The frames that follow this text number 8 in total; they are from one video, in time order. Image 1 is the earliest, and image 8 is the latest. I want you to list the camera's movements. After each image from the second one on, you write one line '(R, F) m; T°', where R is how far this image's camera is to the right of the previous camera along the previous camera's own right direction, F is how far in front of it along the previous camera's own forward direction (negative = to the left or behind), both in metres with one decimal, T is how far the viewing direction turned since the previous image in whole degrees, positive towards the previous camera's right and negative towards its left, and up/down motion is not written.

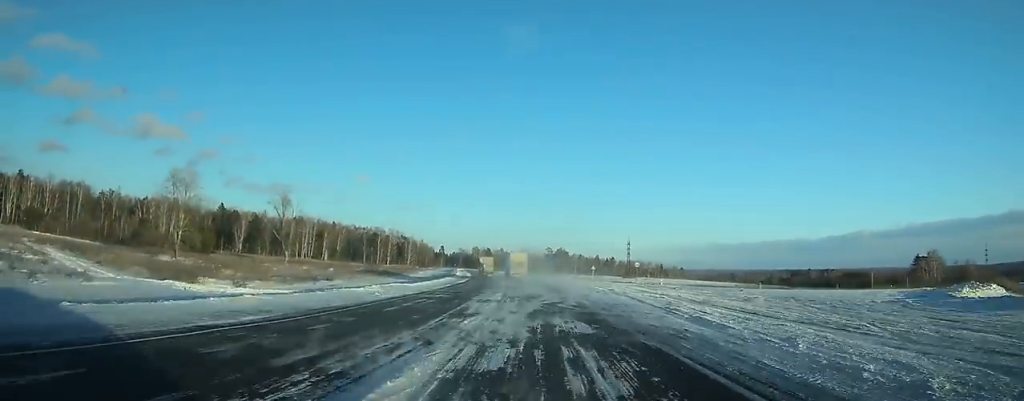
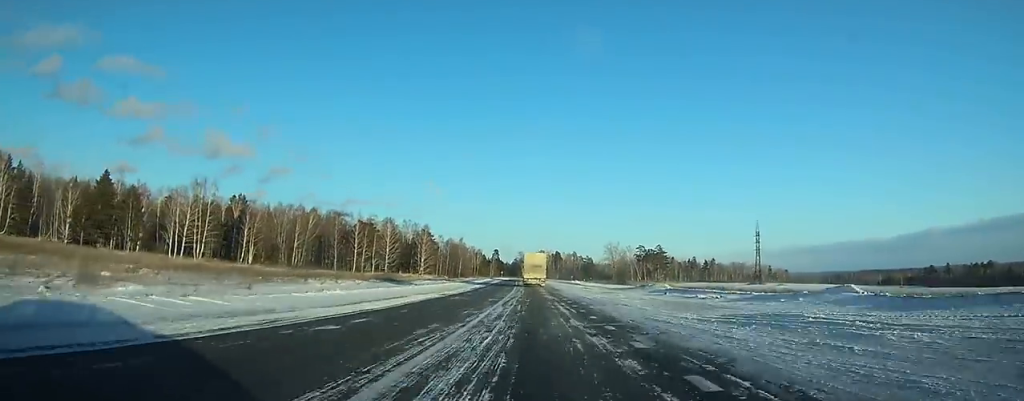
(-8.2, +134.5) m; -6°
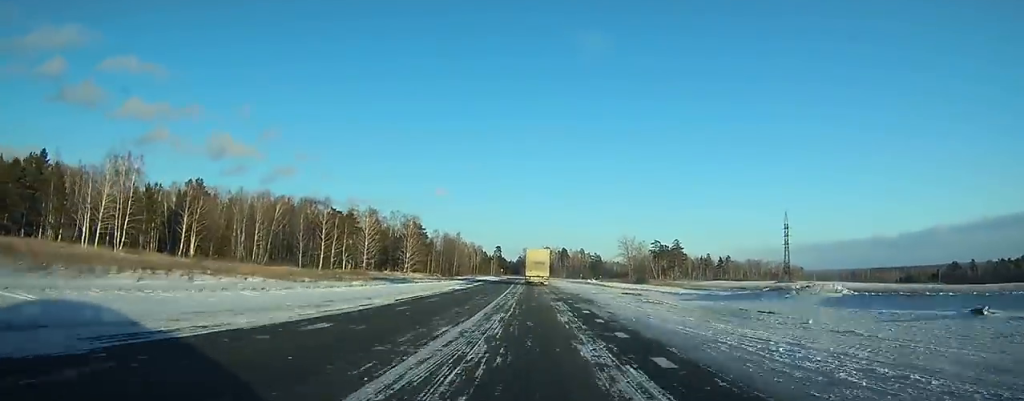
(-0.3, +30.0) m; -1°
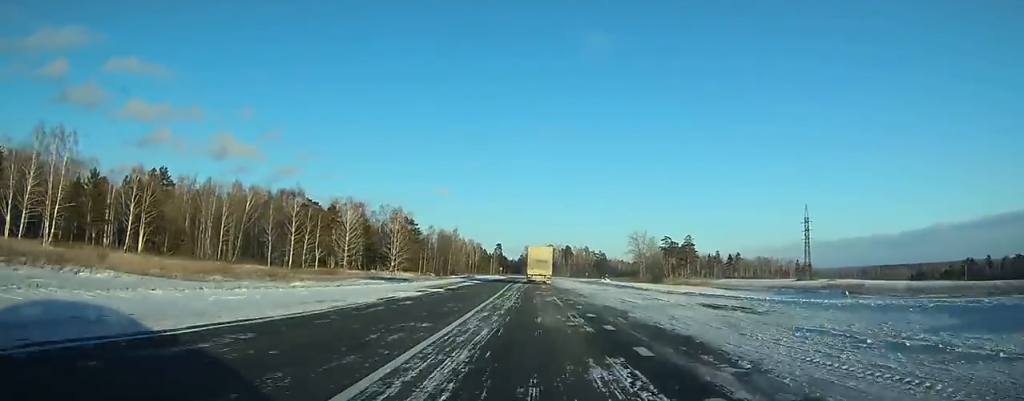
(0.0, +19.0) m; 0°
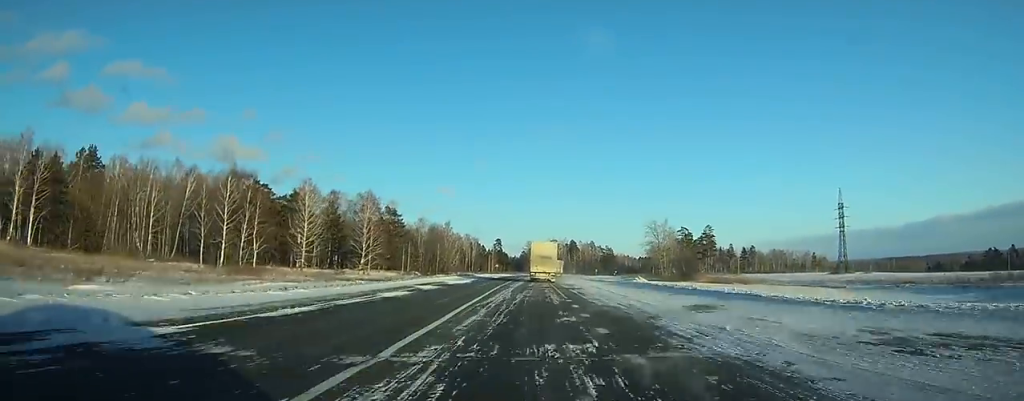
(-0.3, +28.4) m; 0°
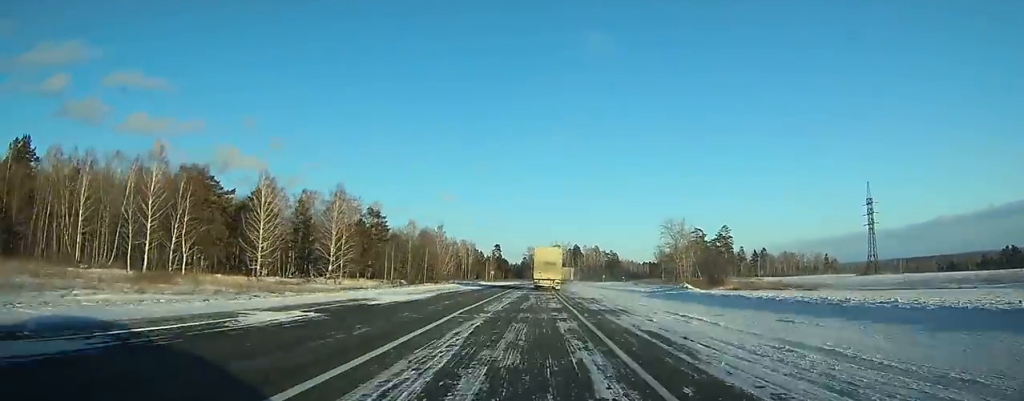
(-0.1, +20.5) m; 0°
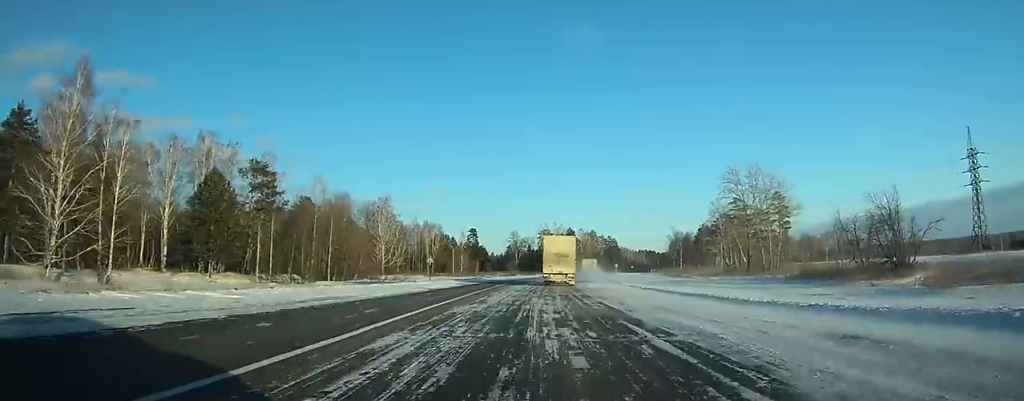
(+0.3, +63.2) m; +1°
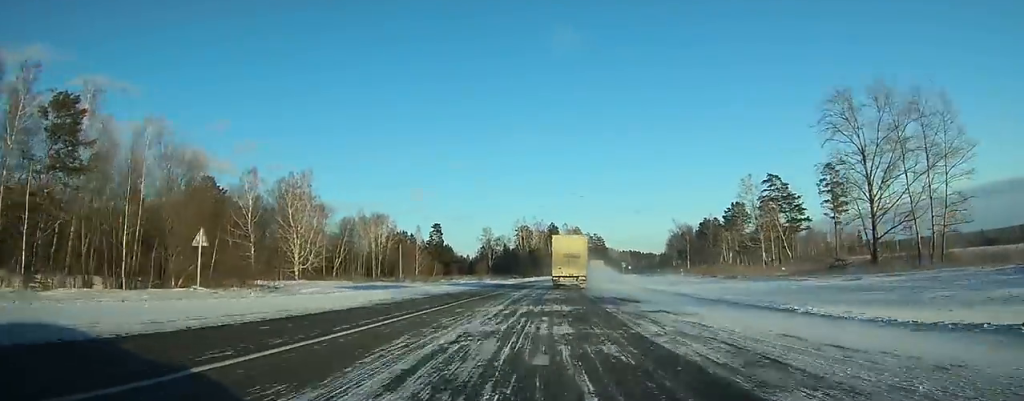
(+0.4, +43.6) m; +1°
